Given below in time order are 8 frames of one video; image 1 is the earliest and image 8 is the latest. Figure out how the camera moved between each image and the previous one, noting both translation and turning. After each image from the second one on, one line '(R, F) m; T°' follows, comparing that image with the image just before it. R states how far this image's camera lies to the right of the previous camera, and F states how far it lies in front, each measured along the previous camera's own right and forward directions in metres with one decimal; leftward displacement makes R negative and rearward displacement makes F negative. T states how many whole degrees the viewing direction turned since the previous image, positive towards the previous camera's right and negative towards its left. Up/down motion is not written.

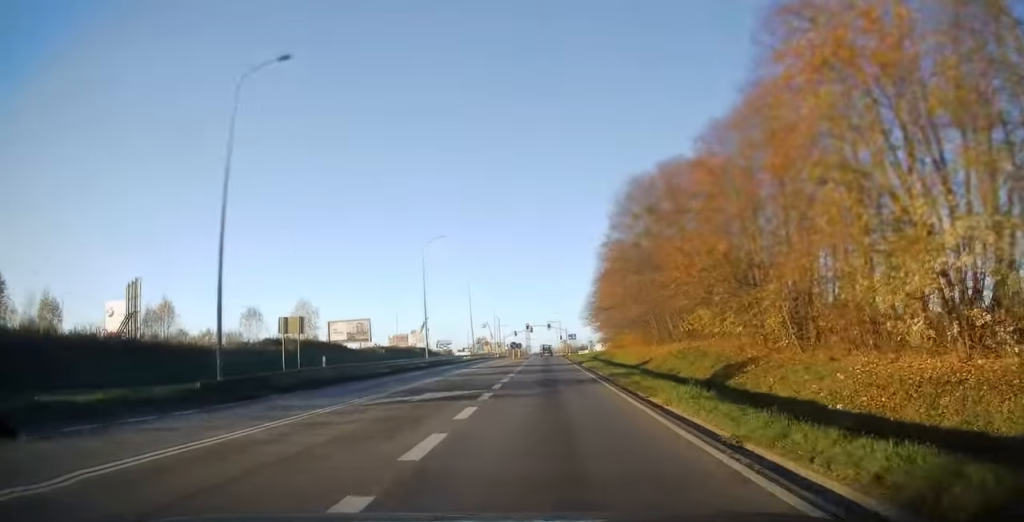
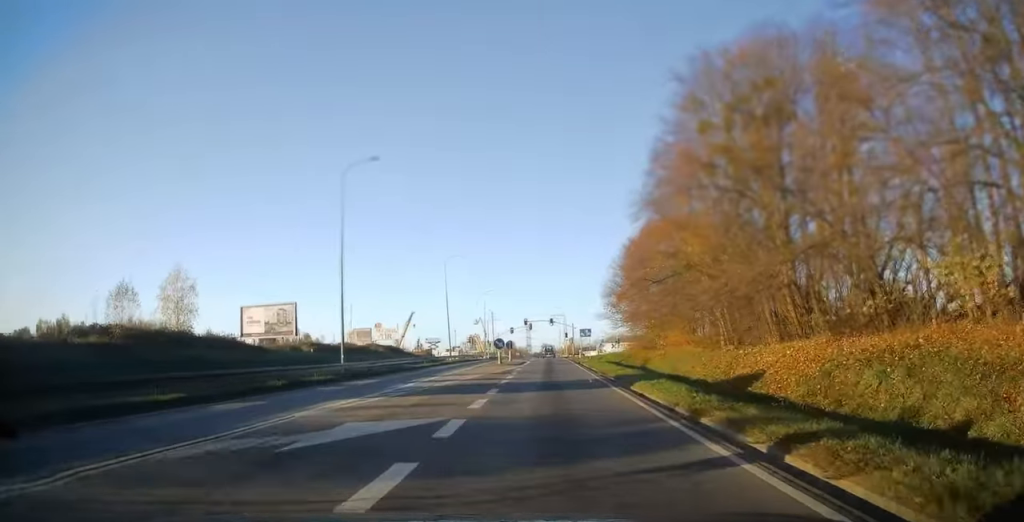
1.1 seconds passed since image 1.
(-0.3, +23.0) m; 0°
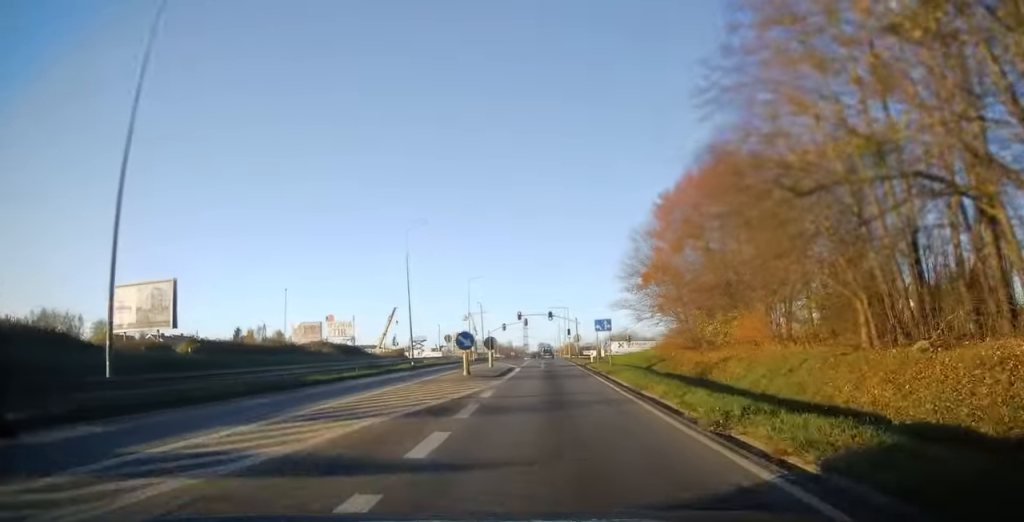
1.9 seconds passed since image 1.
(+0.3, +18.0) m; +1°
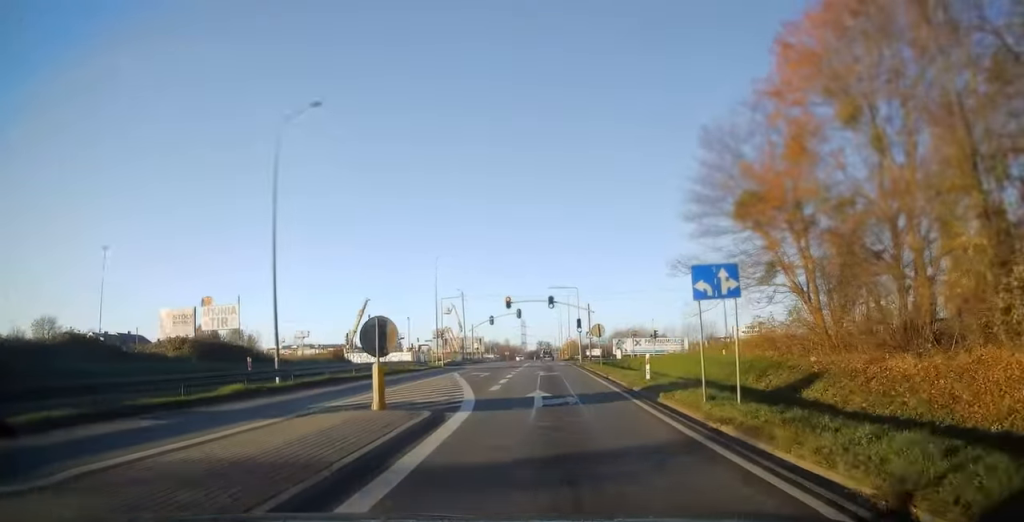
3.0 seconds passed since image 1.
(+0.1, +24.5) m; 0°
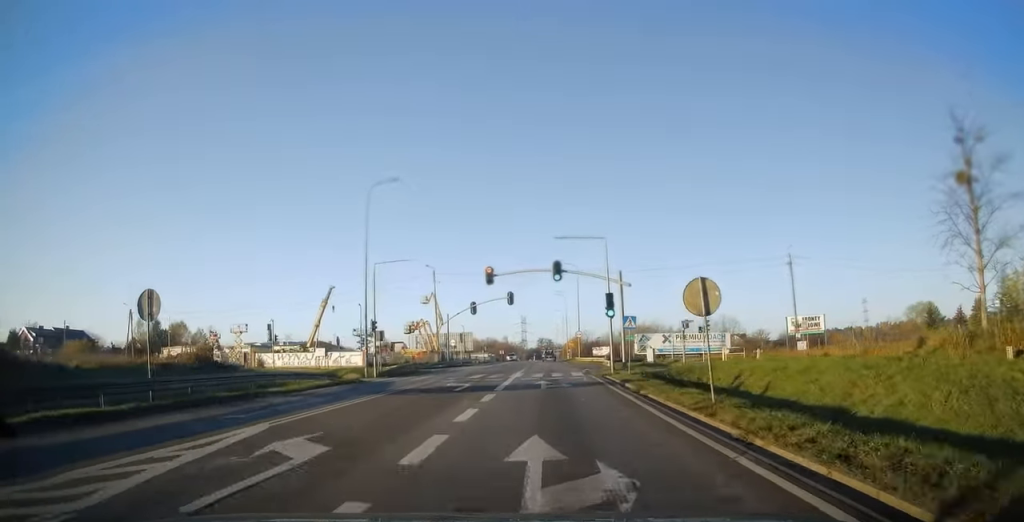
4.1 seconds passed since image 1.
(-0.1, +23.8) m; -1°
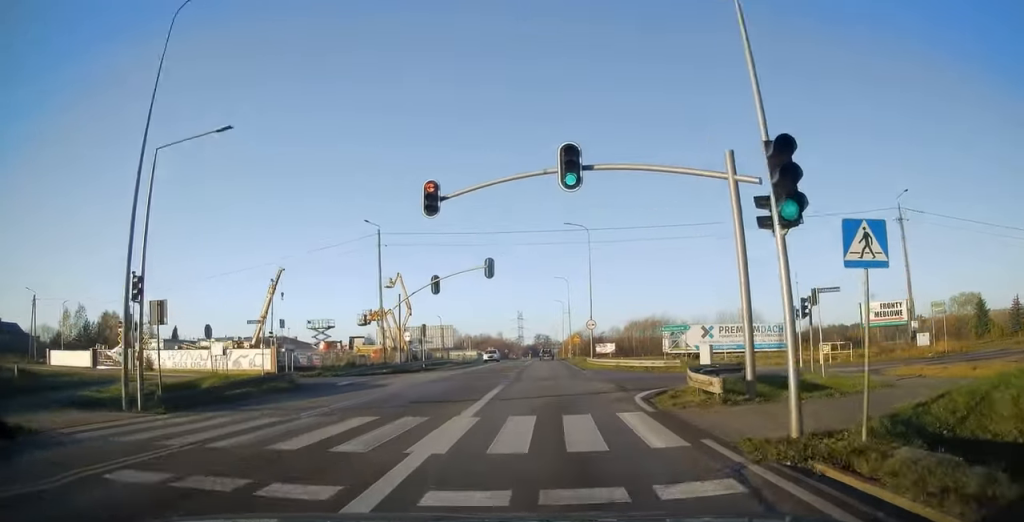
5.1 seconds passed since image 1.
(-0.3, +21.3) m; 0°
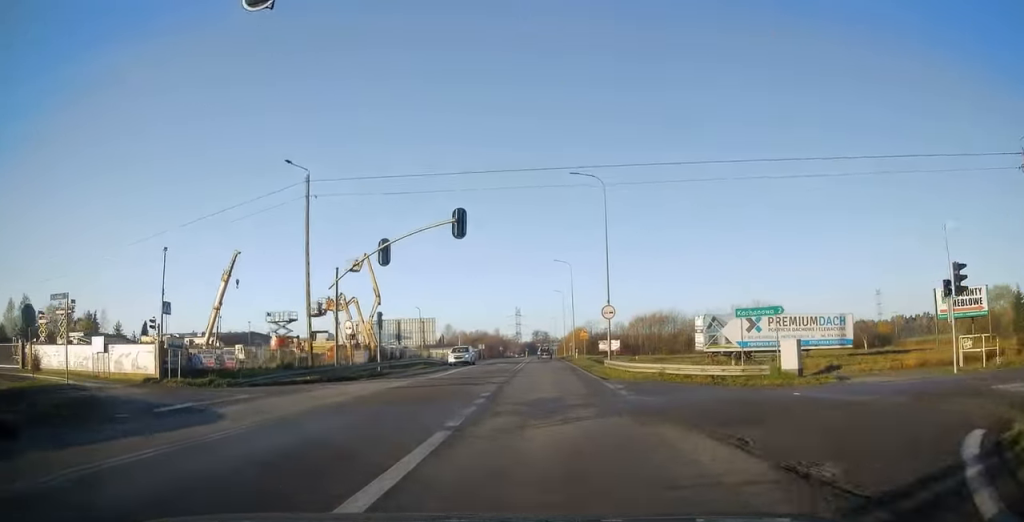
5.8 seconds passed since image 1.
(+0.3, +13.8) m; +1°
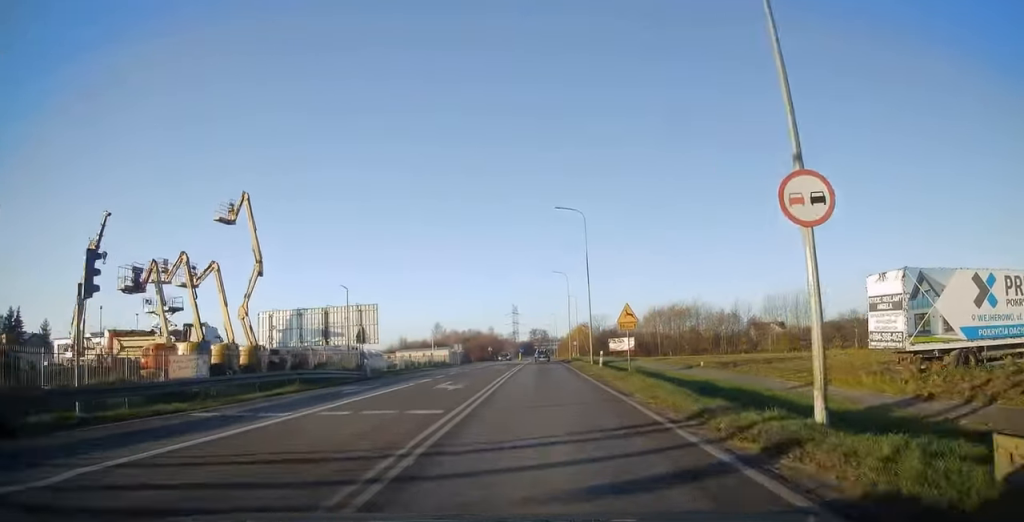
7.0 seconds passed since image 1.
(+0.1, +26.5) m; 0°
